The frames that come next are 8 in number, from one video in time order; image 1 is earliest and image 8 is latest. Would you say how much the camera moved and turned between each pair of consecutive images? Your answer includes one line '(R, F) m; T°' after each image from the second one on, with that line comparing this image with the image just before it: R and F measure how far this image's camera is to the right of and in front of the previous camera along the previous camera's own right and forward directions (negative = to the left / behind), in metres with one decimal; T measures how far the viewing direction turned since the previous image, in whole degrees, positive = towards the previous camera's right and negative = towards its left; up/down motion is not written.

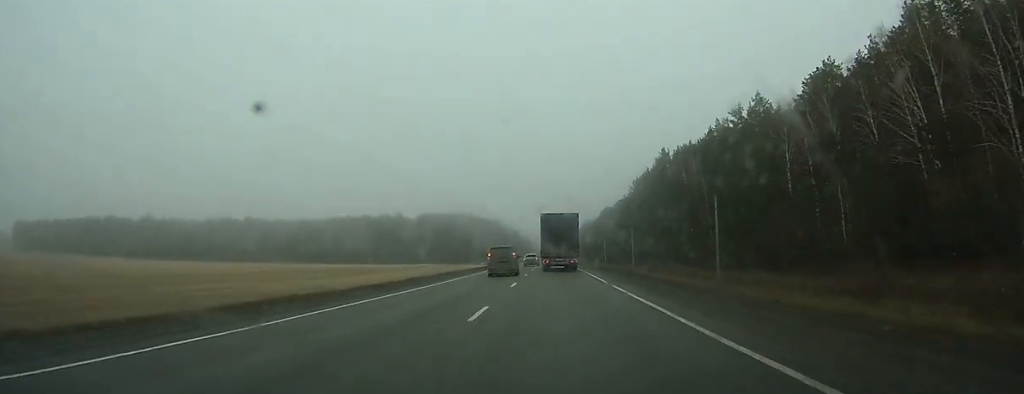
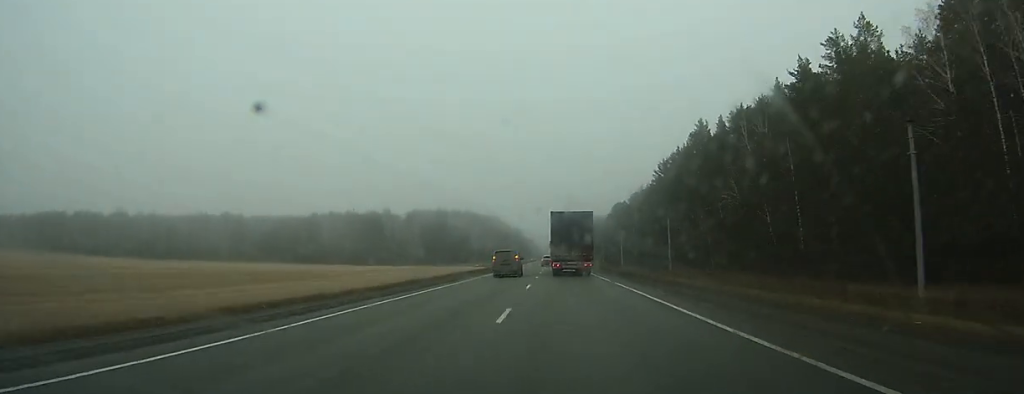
(-0.2, +36.3) m; 0°
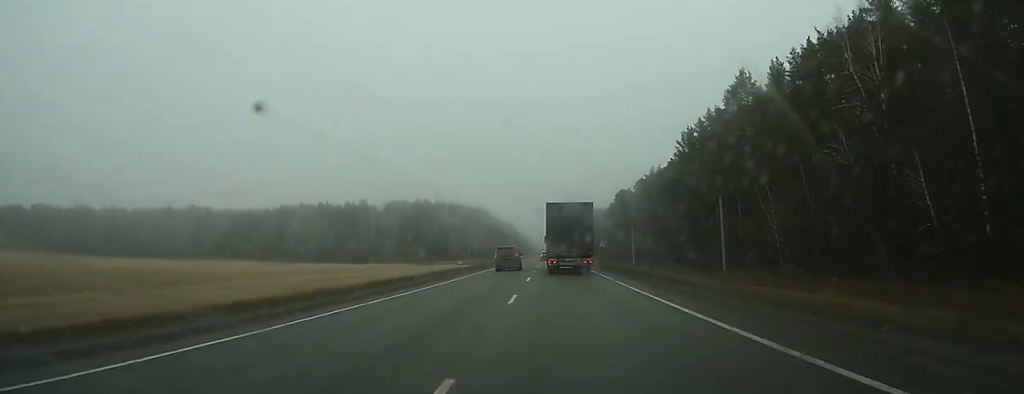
(-0.1, +32.5) m; 0°
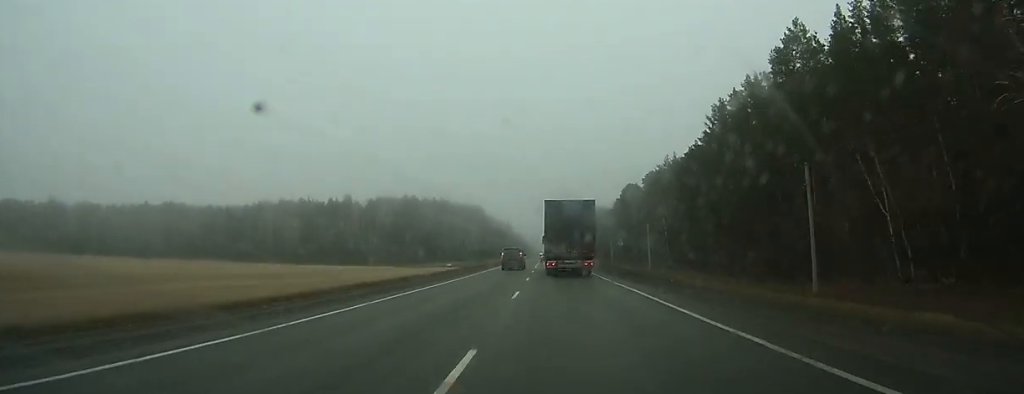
(-0.1, +22.7) m; 0°
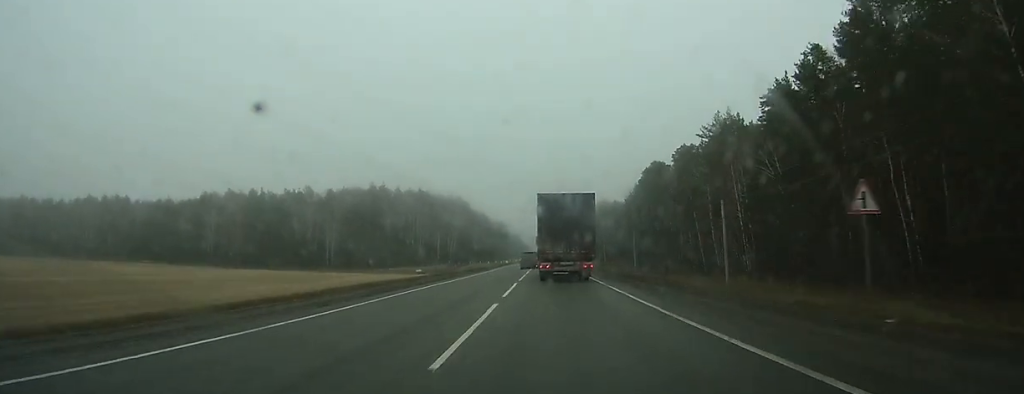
(+0.1, +47.7) m; 0°
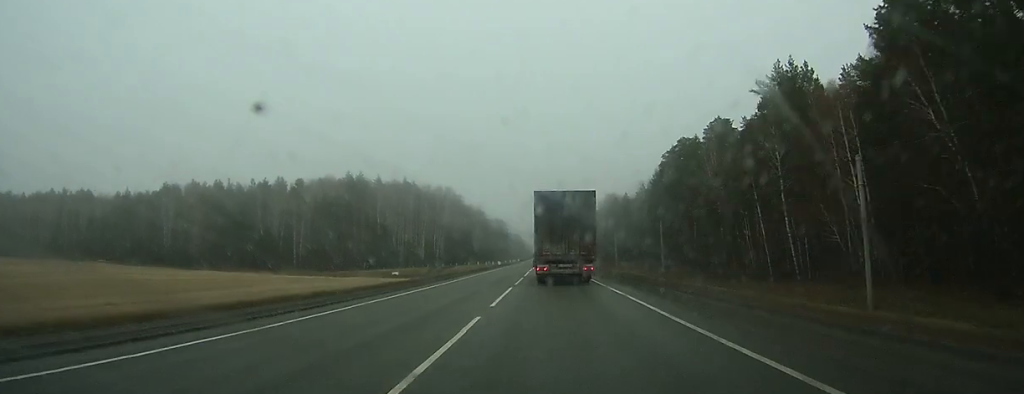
(0.0, +28.0) m; 0°
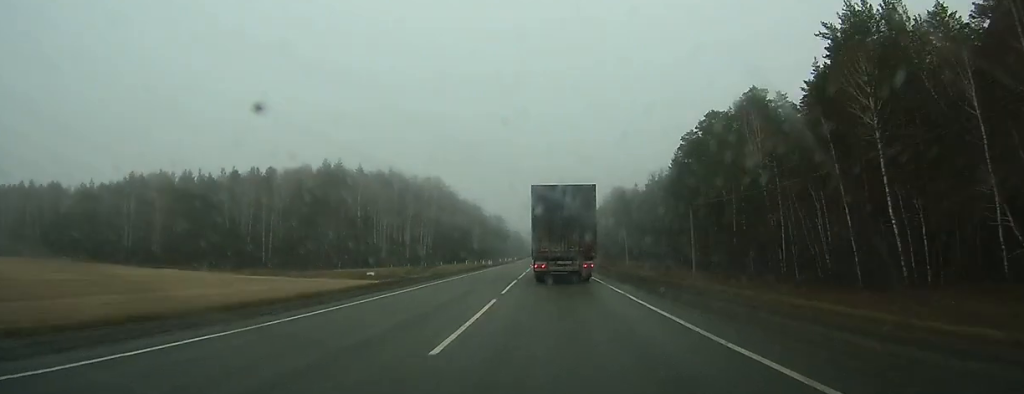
(0.0, +20.2) m; 0°
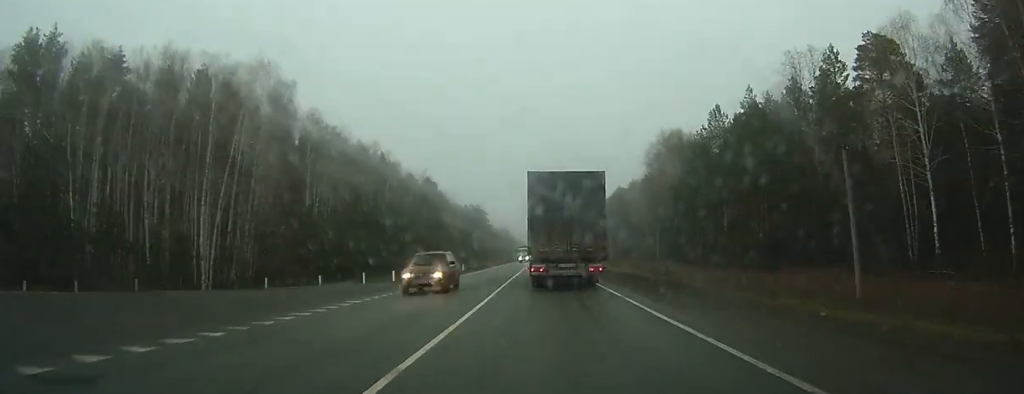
(-0.4, +104.0) m; 0°
